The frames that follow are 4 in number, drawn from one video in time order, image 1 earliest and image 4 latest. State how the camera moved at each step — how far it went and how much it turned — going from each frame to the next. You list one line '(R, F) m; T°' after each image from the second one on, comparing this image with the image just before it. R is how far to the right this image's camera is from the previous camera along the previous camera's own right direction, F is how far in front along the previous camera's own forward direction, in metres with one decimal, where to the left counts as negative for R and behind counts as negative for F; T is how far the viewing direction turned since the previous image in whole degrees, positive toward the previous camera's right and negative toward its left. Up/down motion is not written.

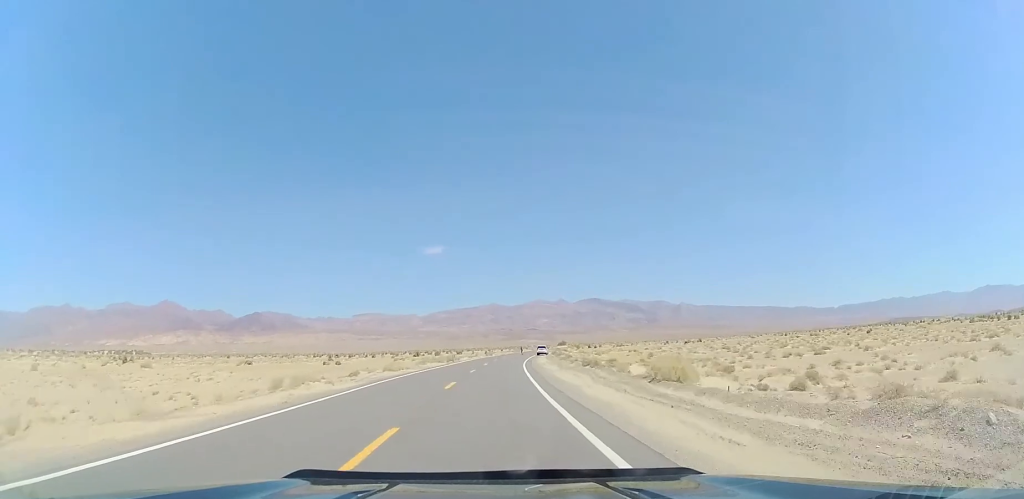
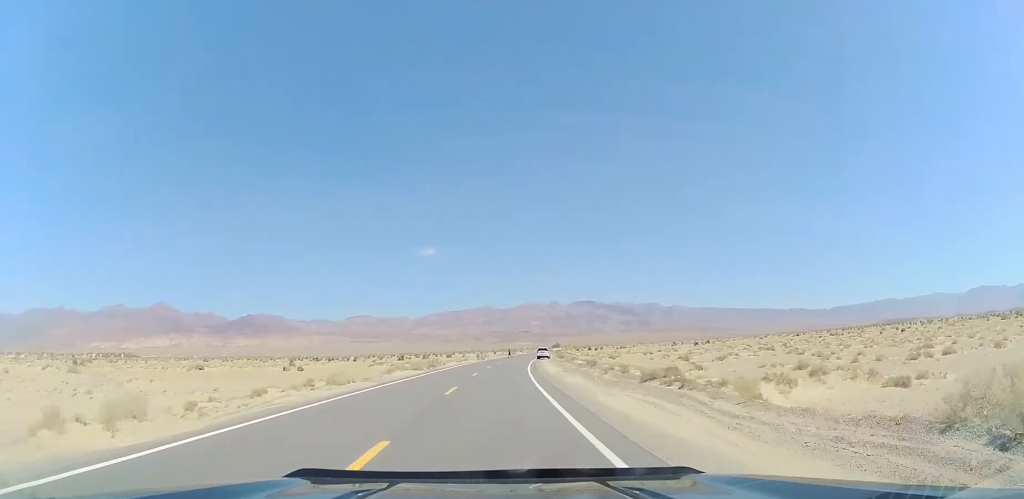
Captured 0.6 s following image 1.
(0.0, +17.1) m; +1°
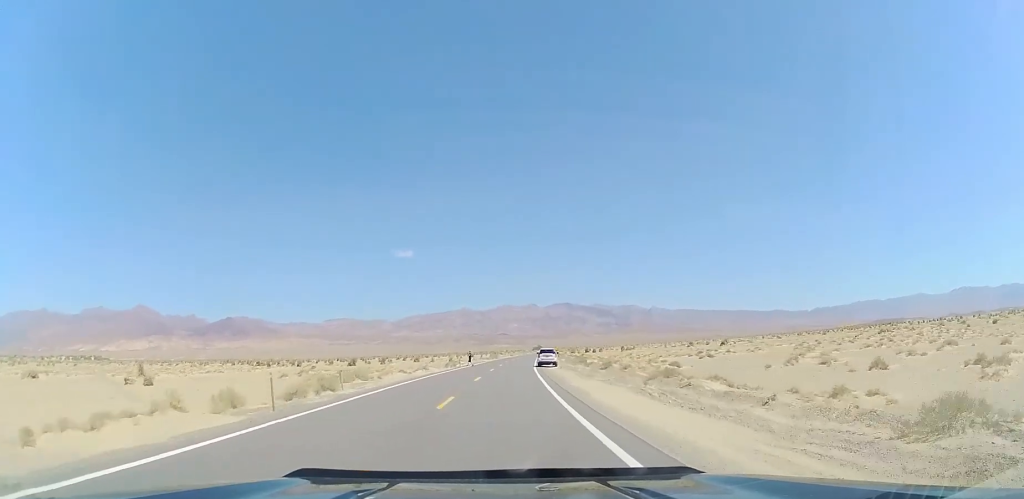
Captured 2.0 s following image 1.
(+0.9, +35.4) m; +3°
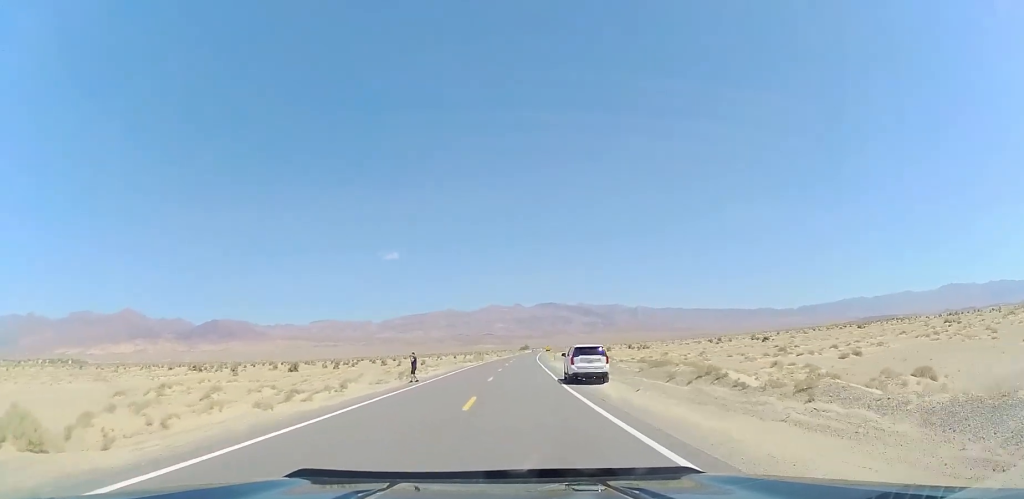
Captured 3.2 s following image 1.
(+0.6, +28.6) m; +3°
